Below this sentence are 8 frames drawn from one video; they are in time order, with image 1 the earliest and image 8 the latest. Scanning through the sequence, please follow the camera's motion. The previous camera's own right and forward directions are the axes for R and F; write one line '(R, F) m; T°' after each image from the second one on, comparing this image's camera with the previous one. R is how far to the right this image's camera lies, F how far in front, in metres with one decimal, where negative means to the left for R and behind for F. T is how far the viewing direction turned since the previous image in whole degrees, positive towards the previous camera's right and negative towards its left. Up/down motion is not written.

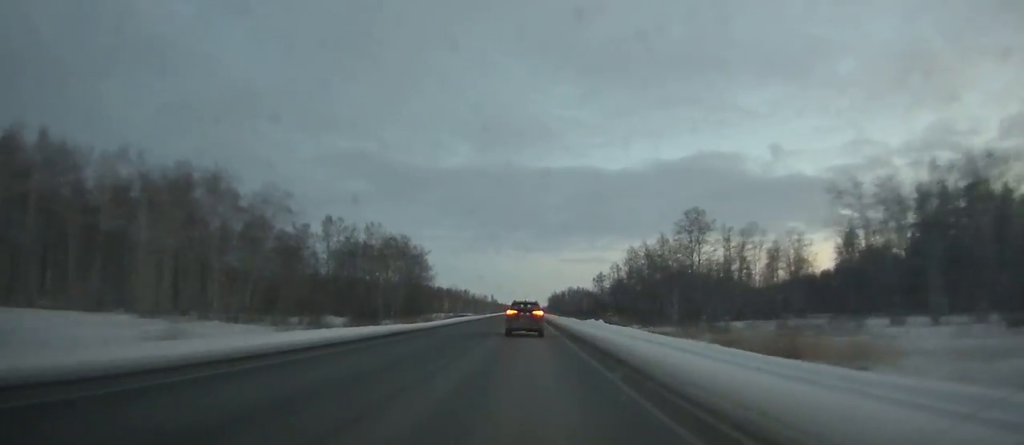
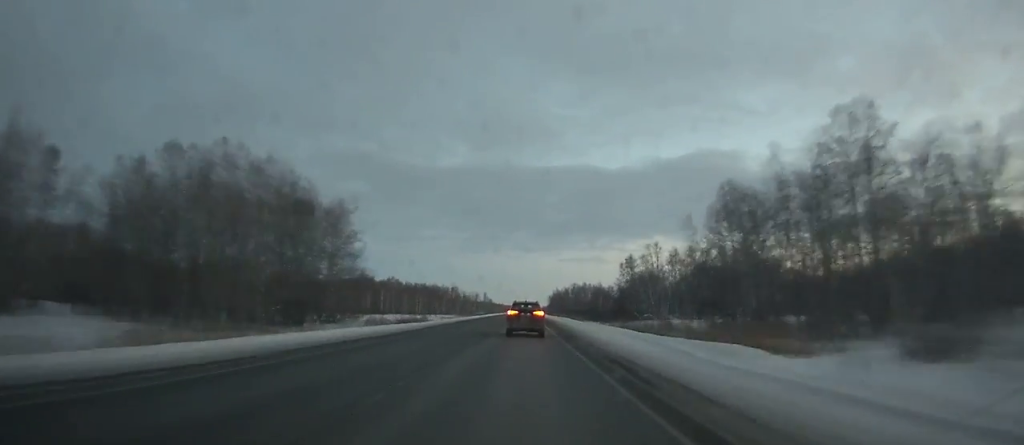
(0.0, +64.0) m; 0°
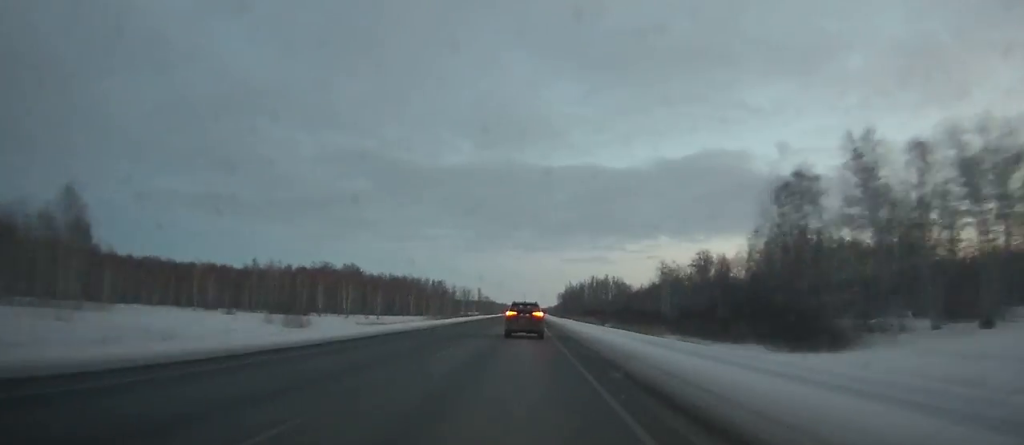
(-0.2, +88.1) m; 0°
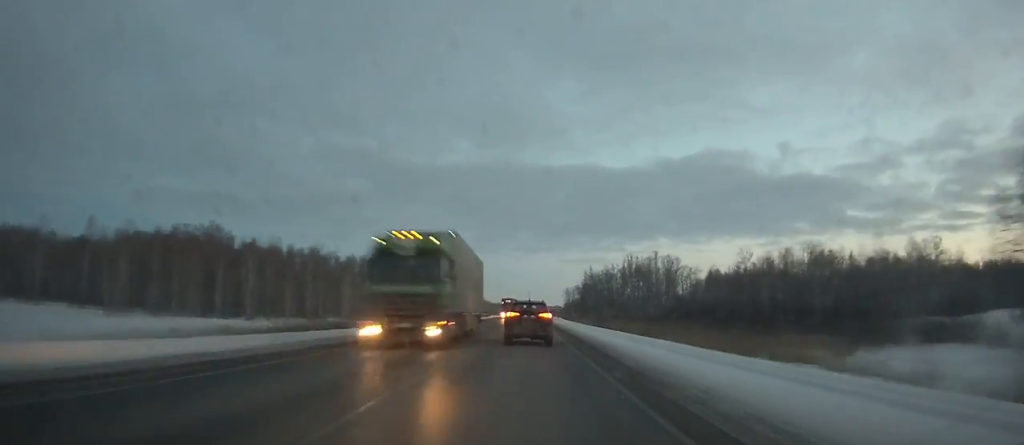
(-0.5, +117.2) m; 0°
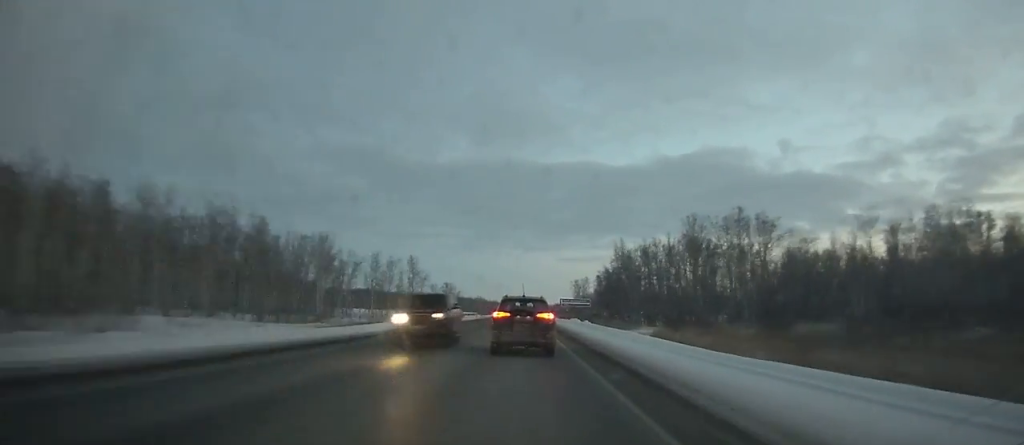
(+0.1, +72.7) m; 0°
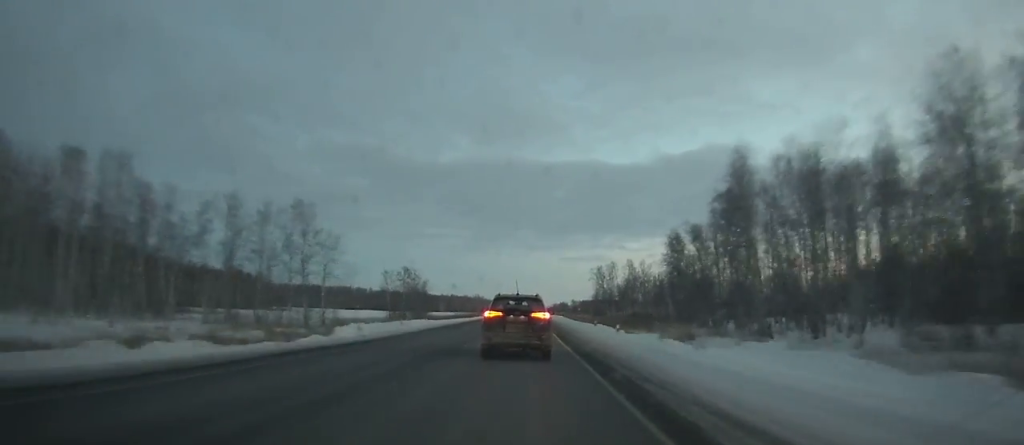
(+0.2, +78.2) m; 0°
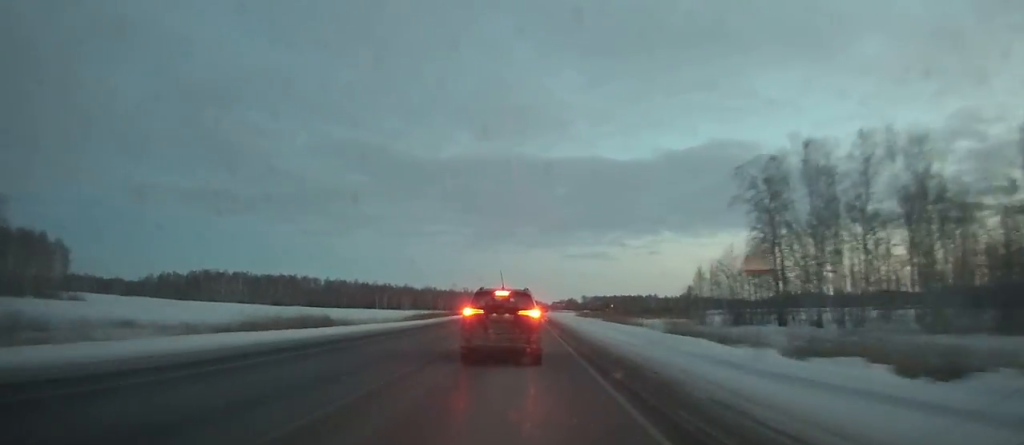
(+0.1, +138.6) m; 0°
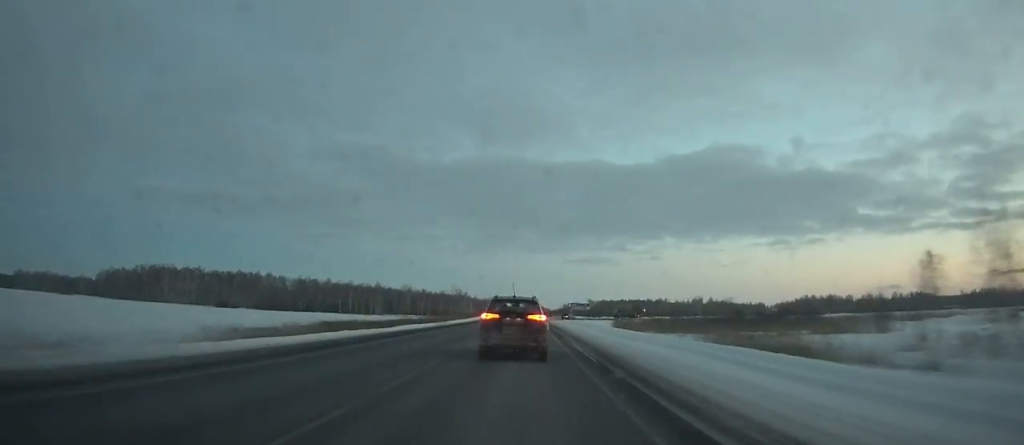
(-0.1, +67.9) m; 0°
